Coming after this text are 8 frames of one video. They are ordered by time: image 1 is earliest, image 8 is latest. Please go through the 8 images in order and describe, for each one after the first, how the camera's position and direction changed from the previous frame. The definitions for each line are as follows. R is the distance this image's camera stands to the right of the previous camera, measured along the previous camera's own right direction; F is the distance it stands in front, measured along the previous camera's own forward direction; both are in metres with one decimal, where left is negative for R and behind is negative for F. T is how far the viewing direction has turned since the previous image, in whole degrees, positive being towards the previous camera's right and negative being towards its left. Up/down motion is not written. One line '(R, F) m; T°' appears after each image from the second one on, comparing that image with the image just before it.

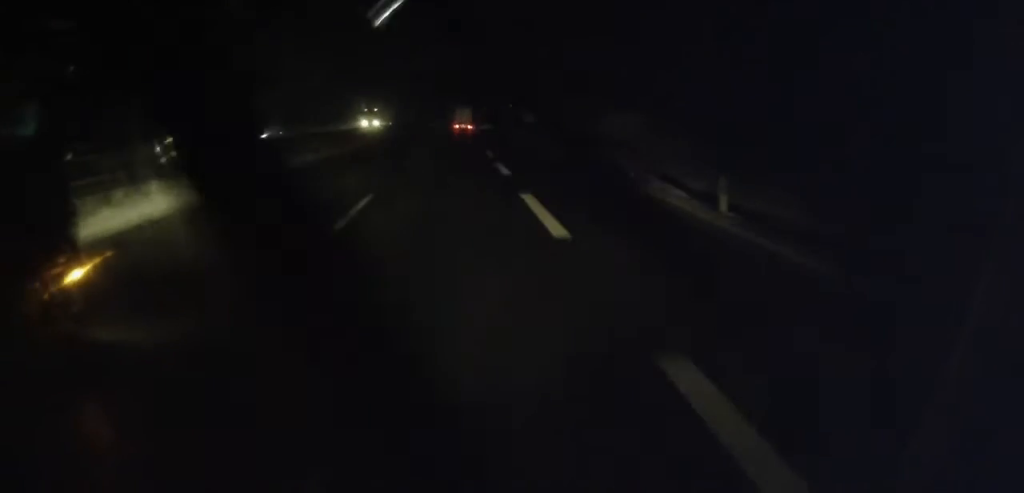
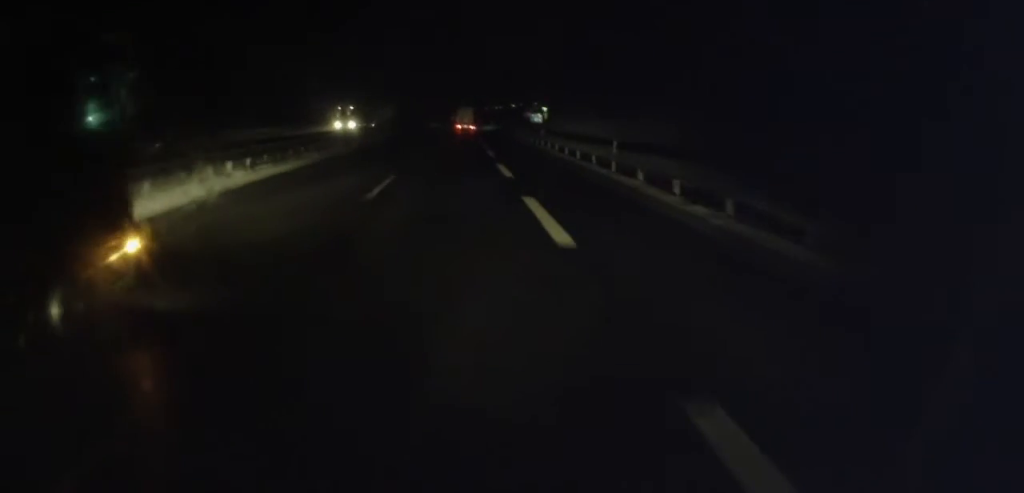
(0.0, +12.7) m; 0°
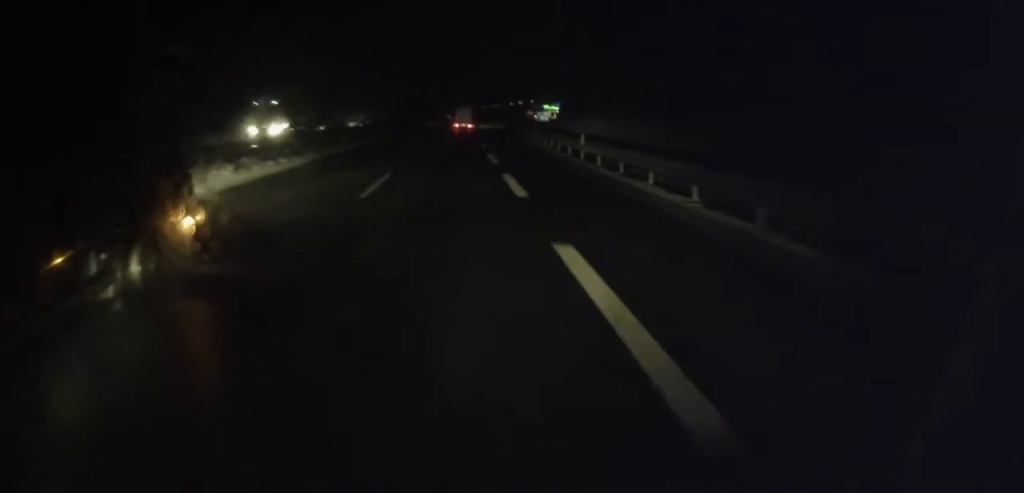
(0.0, +18.2) m; 0°
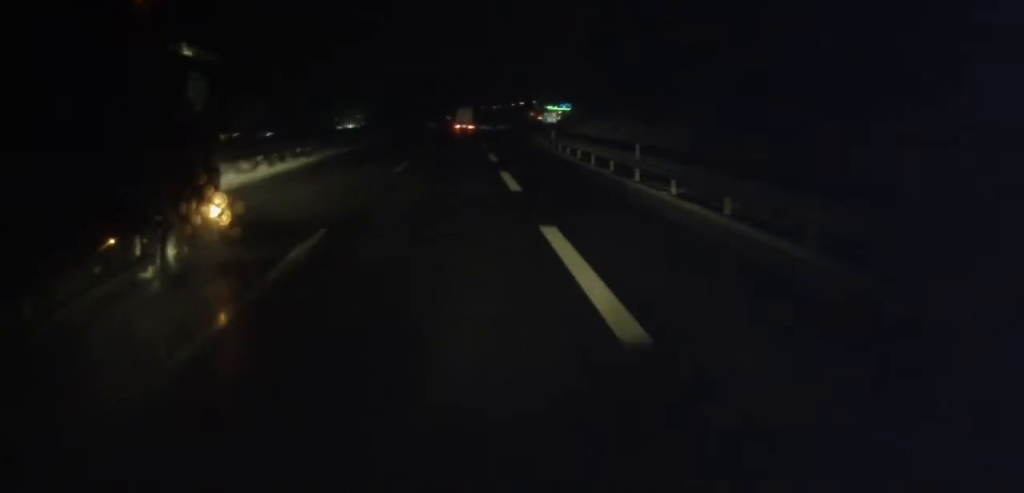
(0.0, +10.3) m; 0°
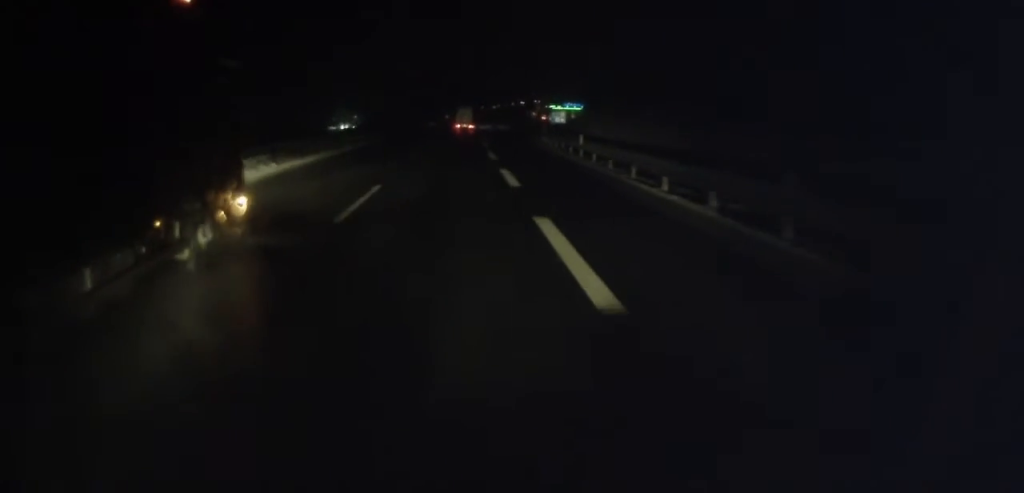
(0.0, +11.1) m; 0°
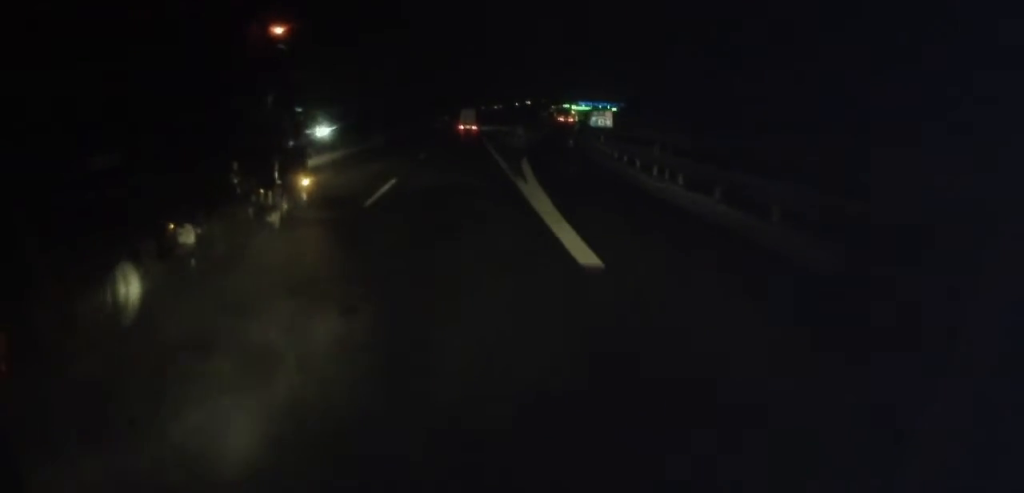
(-0.3, +34.0) m; 0°
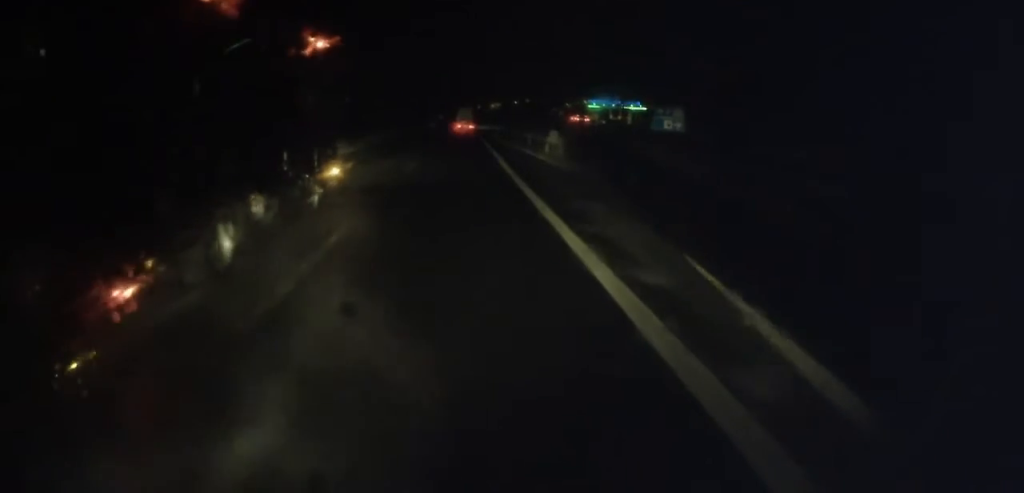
(+0.3, +26.0) m; +2°
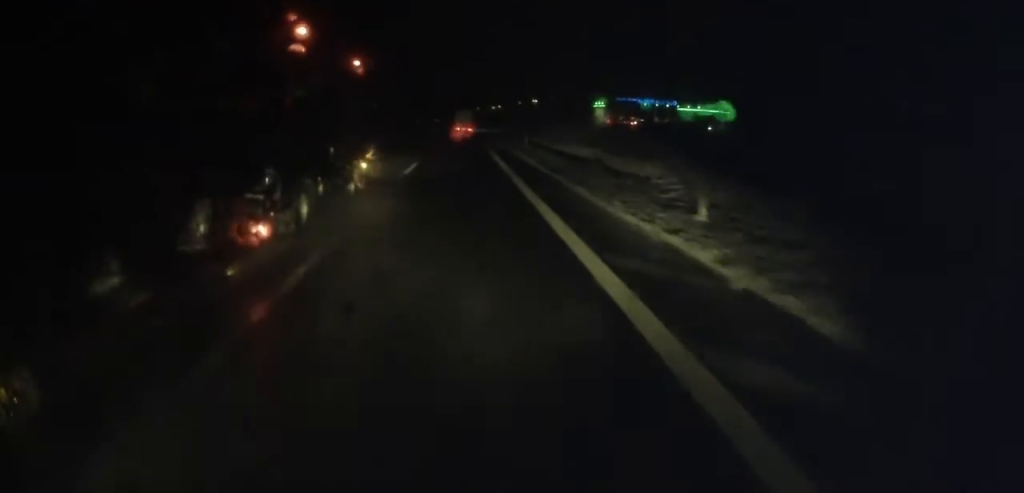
(+1.0, +37.2) m; +1°
